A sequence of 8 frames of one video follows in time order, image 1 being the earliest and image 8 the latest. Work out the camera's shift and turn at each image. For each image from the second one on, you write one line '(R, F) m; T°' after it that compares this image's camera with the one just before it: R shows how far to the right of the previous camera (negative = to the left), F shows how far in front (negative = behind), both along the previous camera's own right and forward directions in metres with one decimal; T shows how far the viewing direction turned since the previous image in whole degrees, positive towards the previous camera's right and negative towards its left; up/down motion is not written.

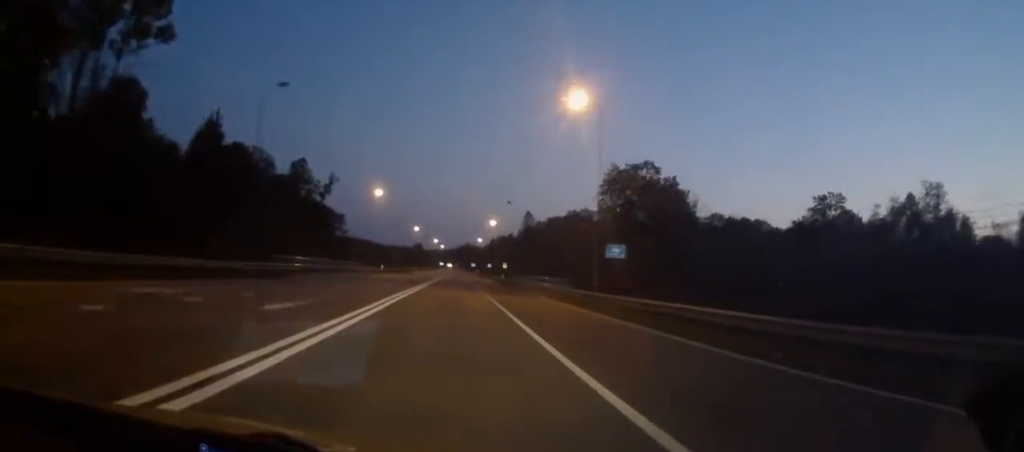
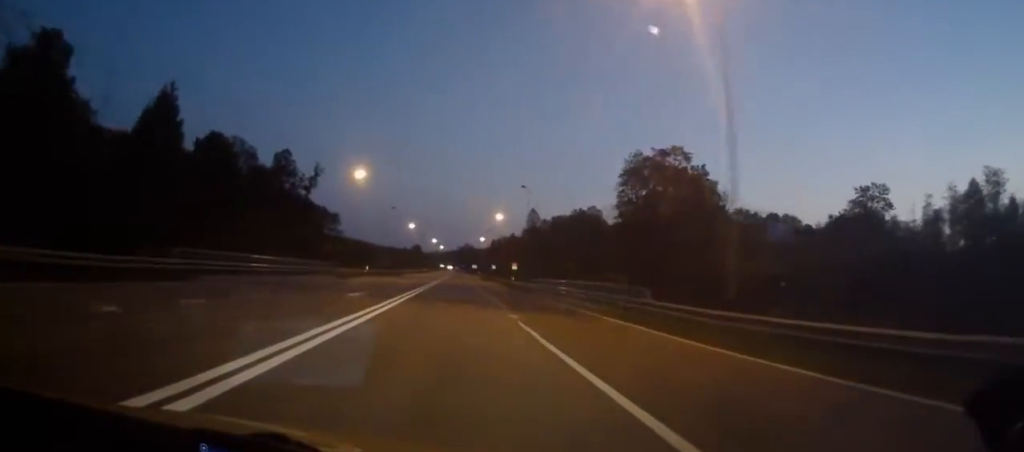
(0.0, +15.8) m; +1°
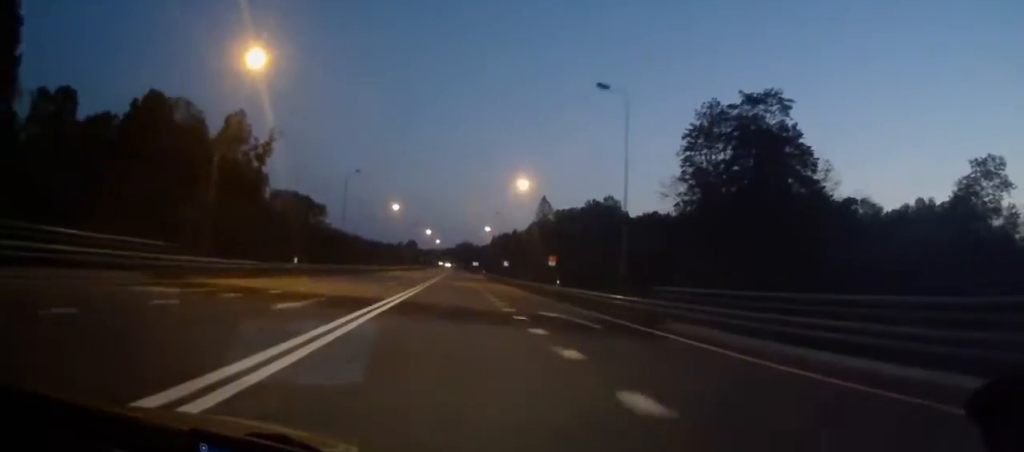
(+0.4, +33.5) m; +1°
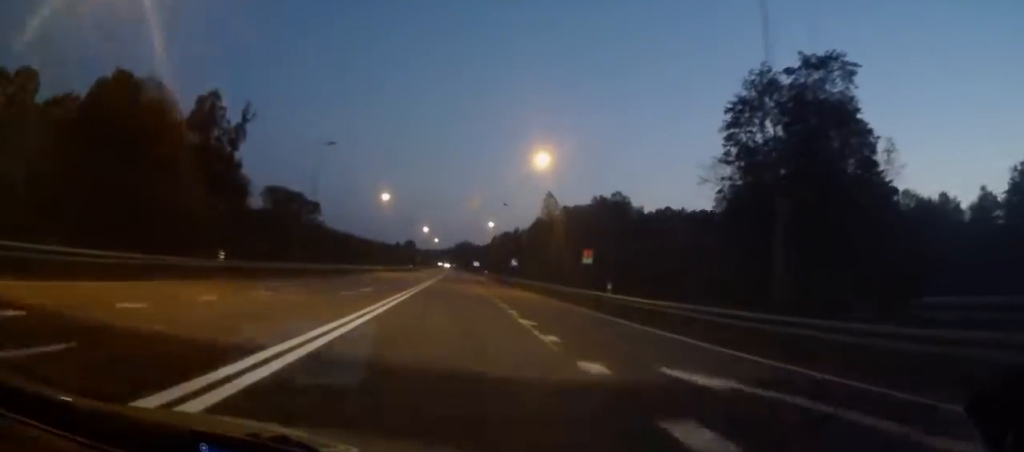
(+0.1, +13.8) m; 0°
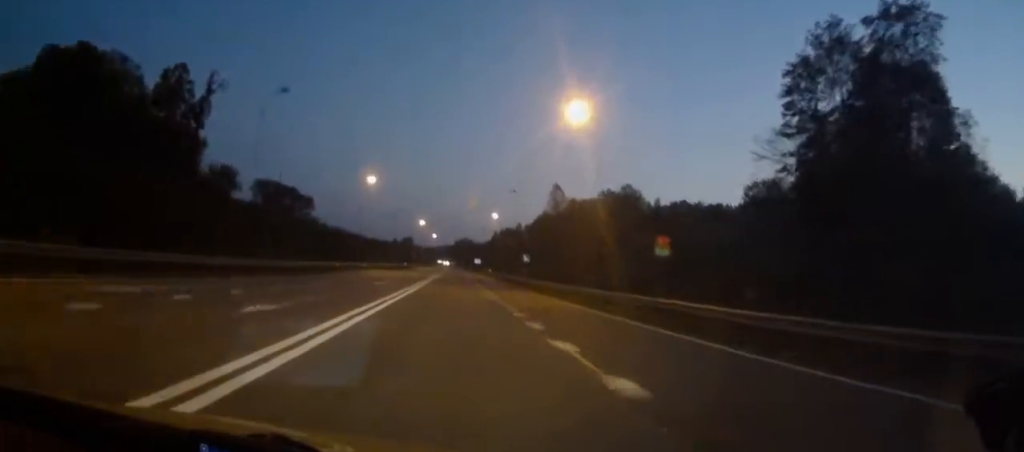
(0.0, +13.8) m; 0°
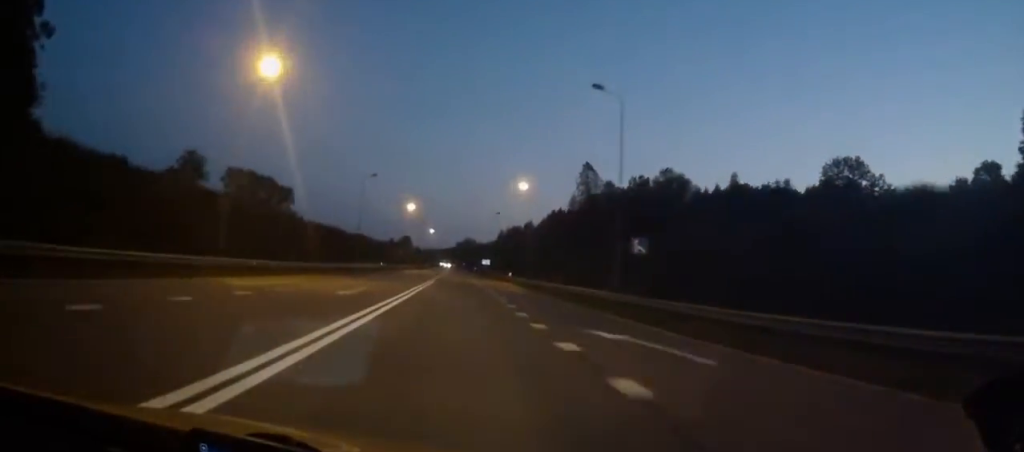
(+0.3, +40.4) m; 0°
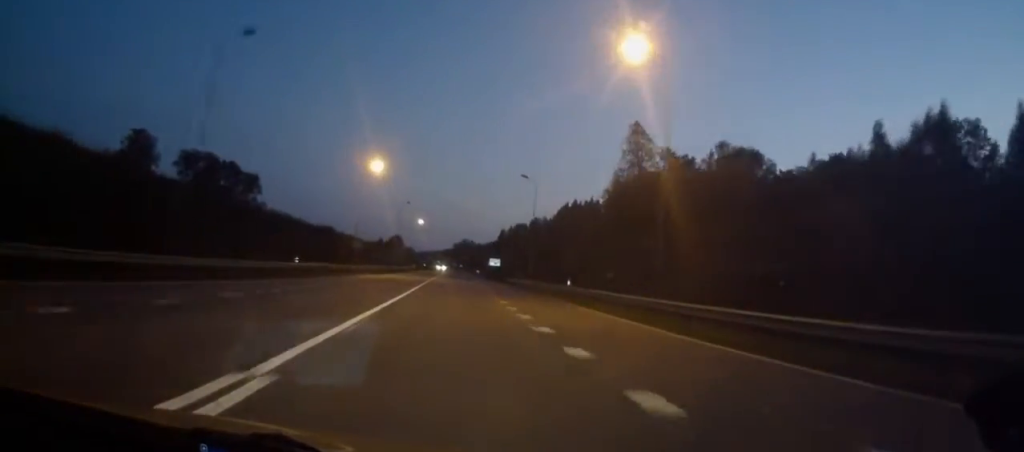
(-0.3, +41.6) m; 0°
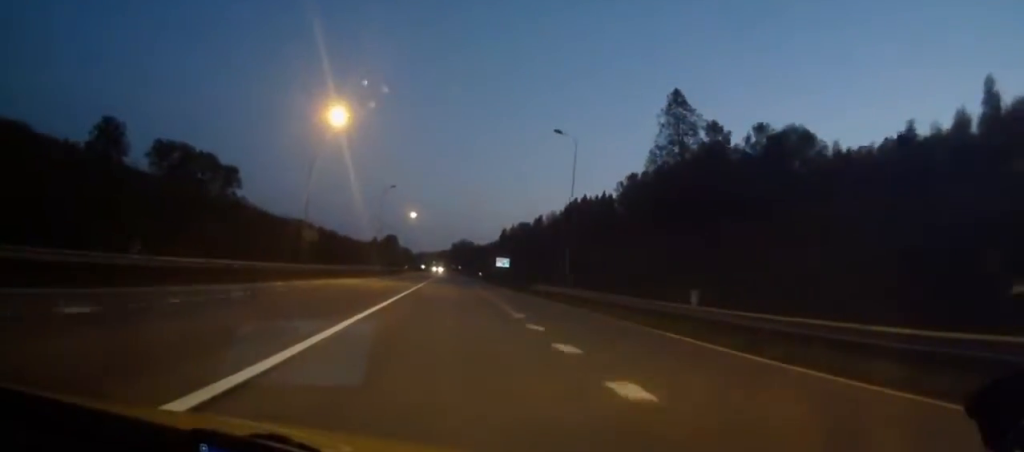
(0.0, +19.7) m; 0°
